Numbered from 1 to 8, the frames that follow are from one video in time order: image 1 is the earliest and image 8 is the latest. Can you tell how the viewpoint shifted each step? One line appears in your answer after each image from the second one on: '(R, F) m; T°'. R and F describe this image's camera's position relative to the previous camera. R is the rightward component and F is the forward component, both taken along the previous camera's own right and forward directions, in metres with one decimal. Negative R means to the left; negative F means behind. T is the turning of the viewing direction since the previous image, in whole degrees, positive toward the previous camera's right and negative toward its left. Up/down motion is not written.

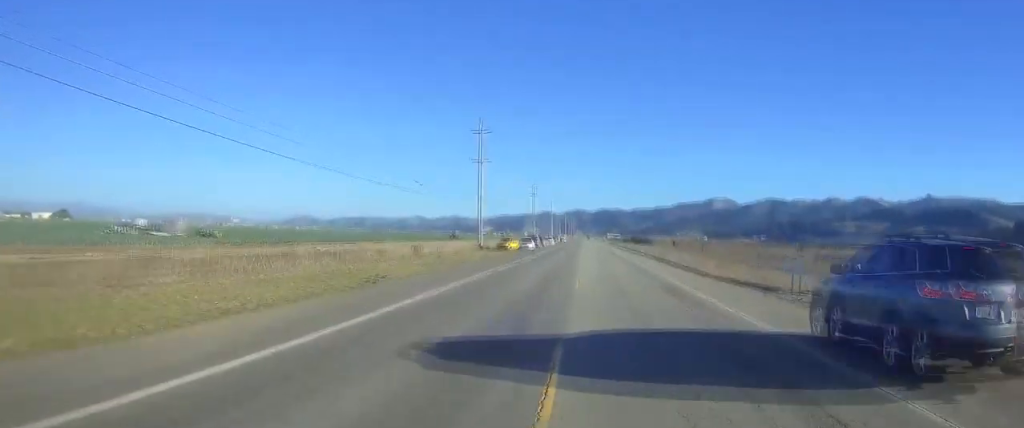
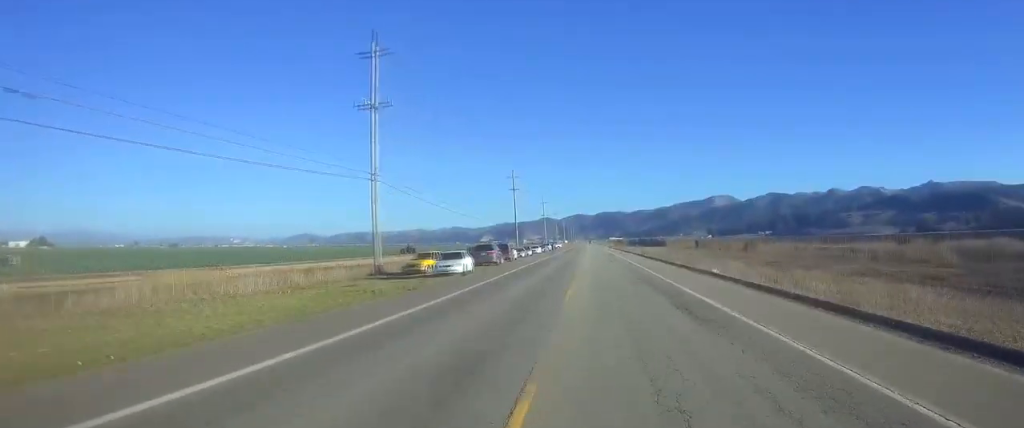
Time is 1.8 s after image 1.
(+0.1, +45.5) m; +2°
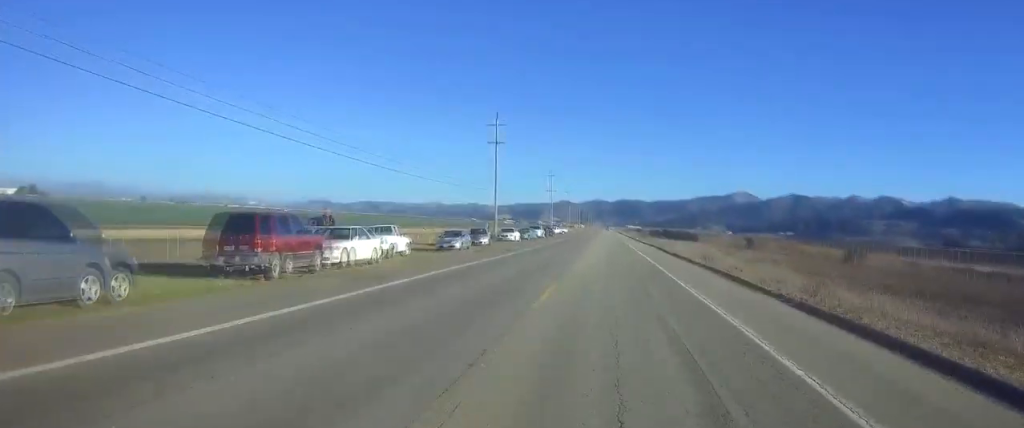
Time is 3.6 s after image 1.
(+0.5, +49.2) m; -1°
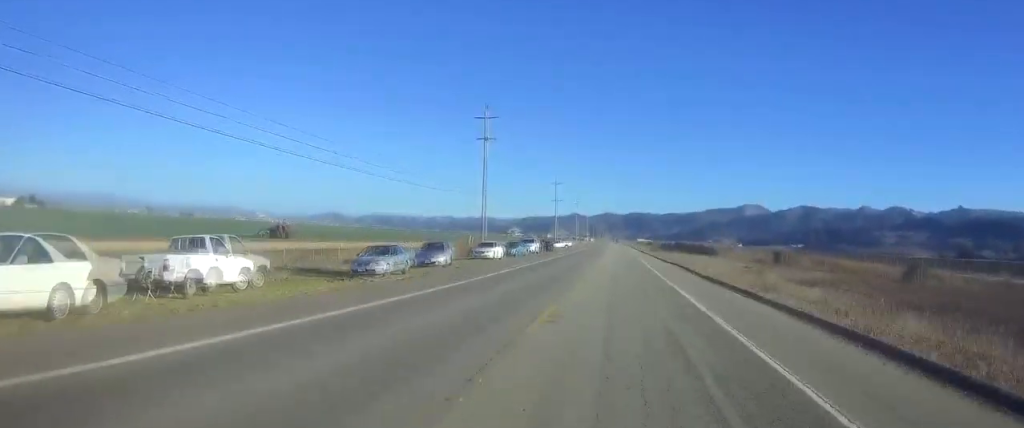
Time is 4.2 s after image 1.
(-0.2, +16.1) m; -1°
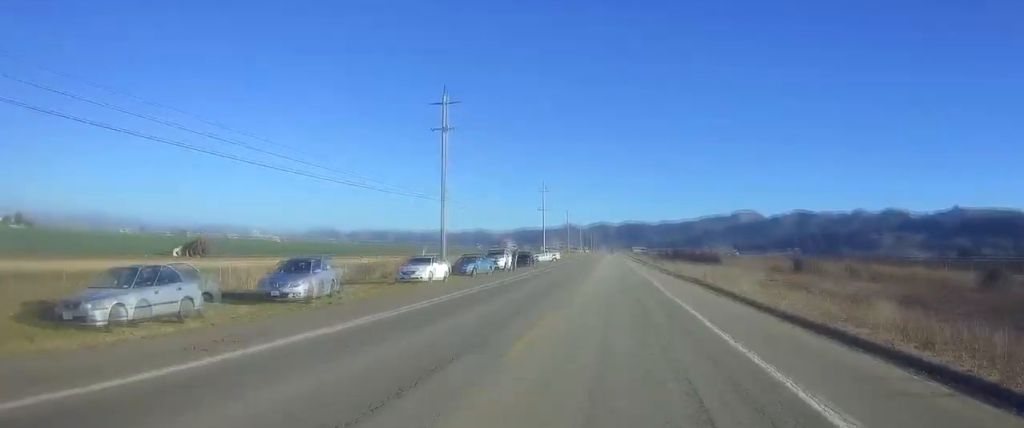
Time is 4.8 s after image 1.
(-0.1, +16.6) m; 0°
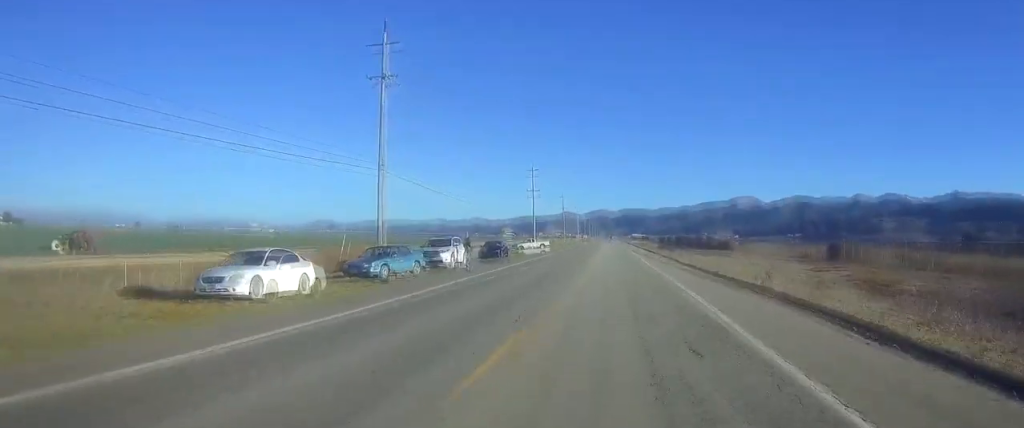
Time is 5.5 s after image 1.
(0.0, +17.5) m; 0°
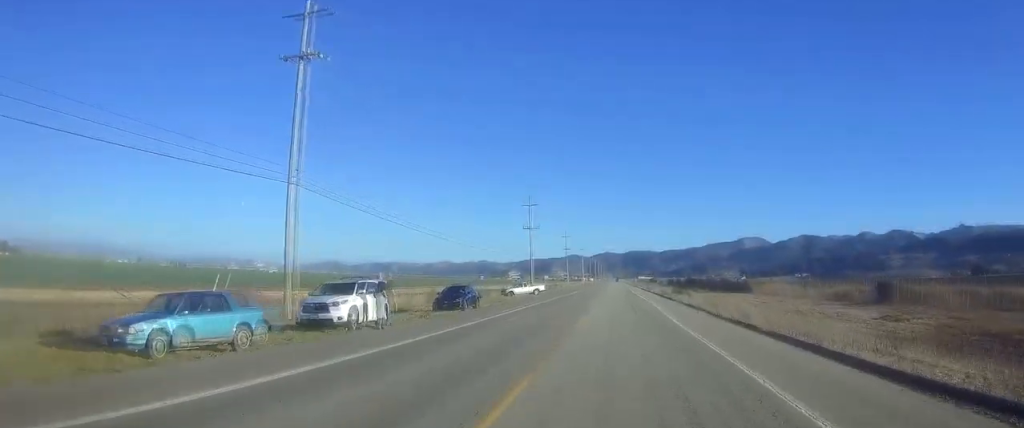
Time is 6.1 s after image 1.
(0.0, +15.0) m; 0°
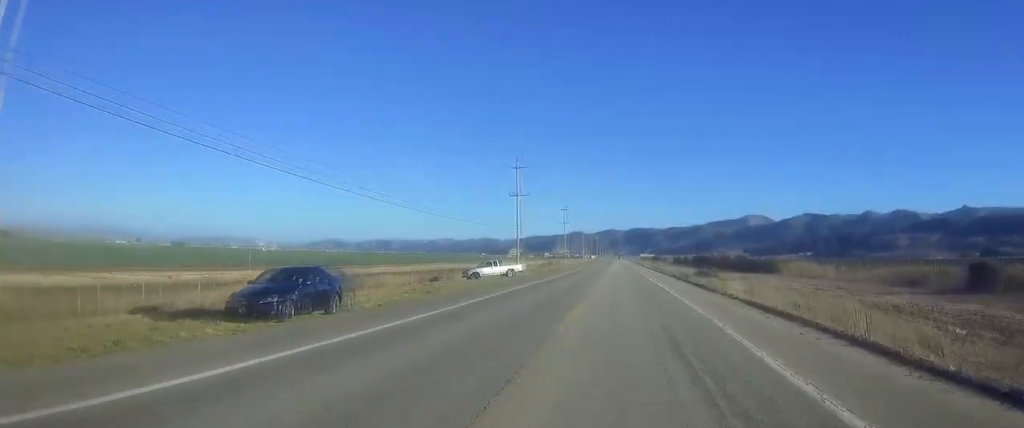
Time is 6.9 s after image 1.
(0.0, +21.3) m; 0°
